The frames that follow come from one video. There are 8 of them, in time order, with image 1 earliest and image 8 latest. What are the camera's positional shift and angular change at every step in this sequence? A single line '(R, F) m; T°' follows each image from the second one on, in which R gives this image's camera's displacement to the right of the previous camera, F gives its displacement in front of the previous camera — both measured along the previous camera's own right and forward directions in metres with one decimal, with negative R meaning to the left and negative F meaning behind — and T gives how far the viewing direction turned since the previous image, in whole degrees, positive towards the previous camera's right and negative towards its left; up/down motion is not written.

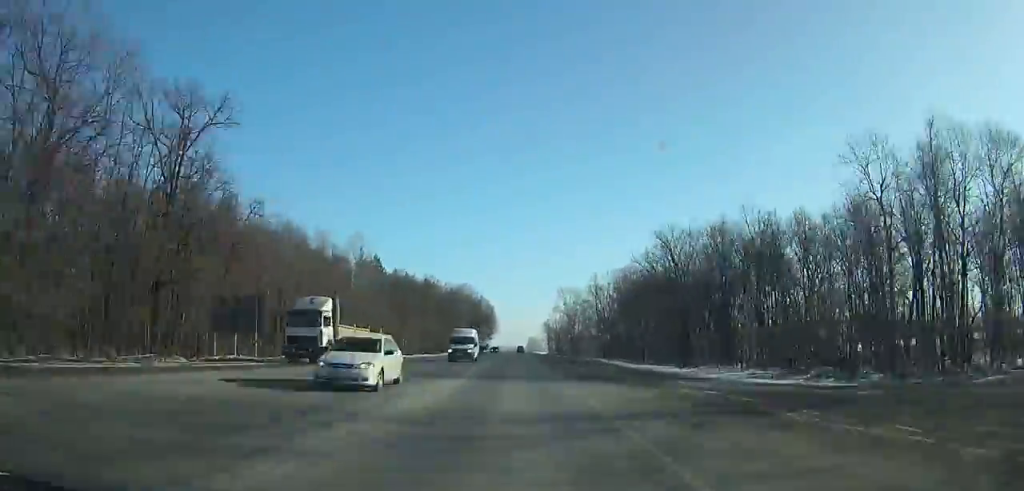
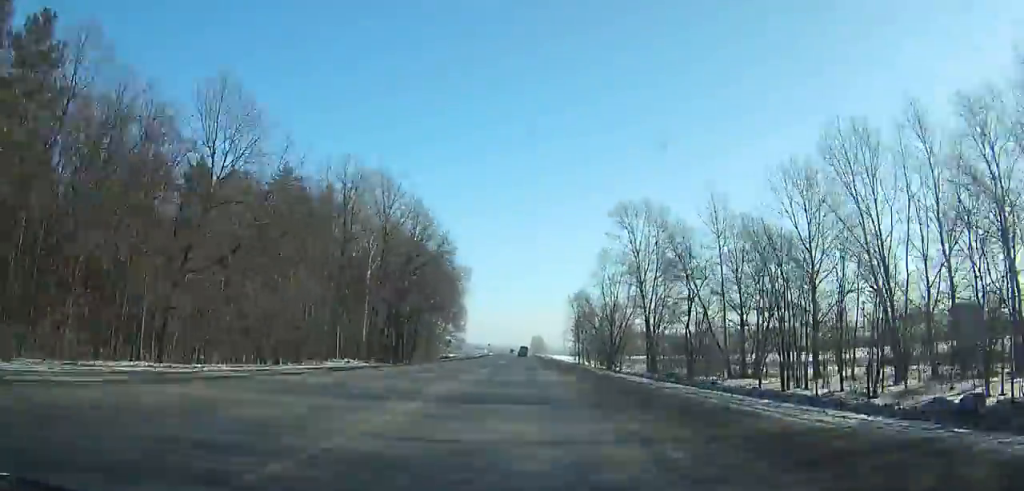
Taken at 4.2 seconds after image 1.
(-0.4, +111.6) m; 0°
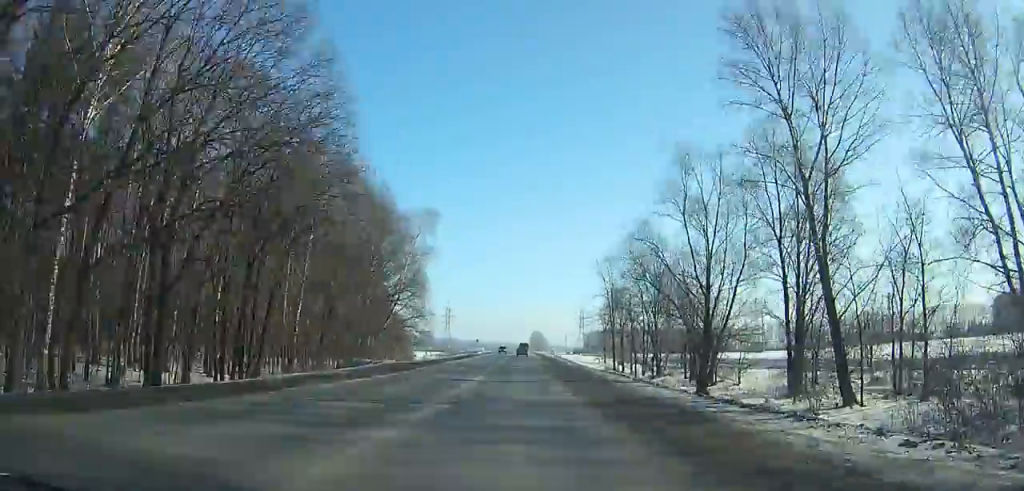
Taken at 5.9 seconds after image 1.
(0.0, +43.8) m; 0°
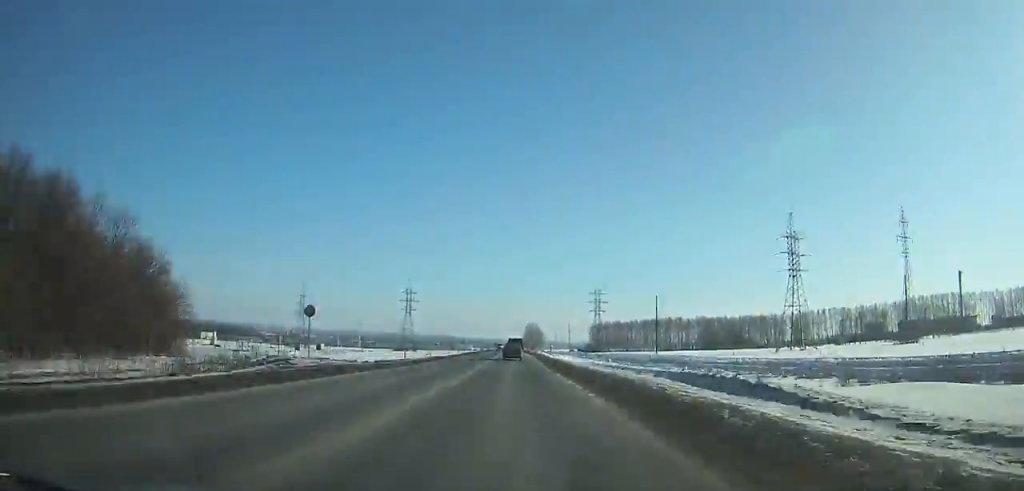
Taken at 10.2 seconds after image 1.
(+0.3, +103.3) m; 0°
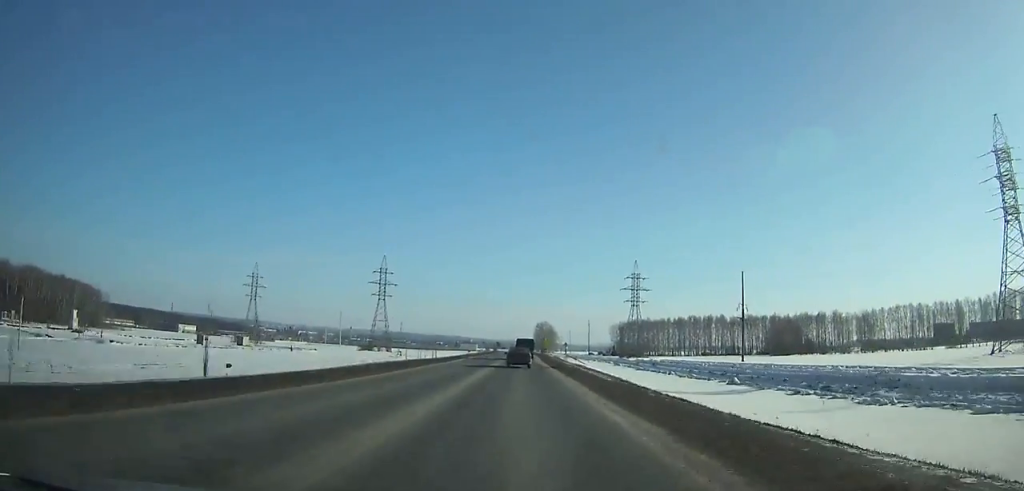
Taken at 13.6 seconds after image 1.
(-0.1, +73.1) m; 0°
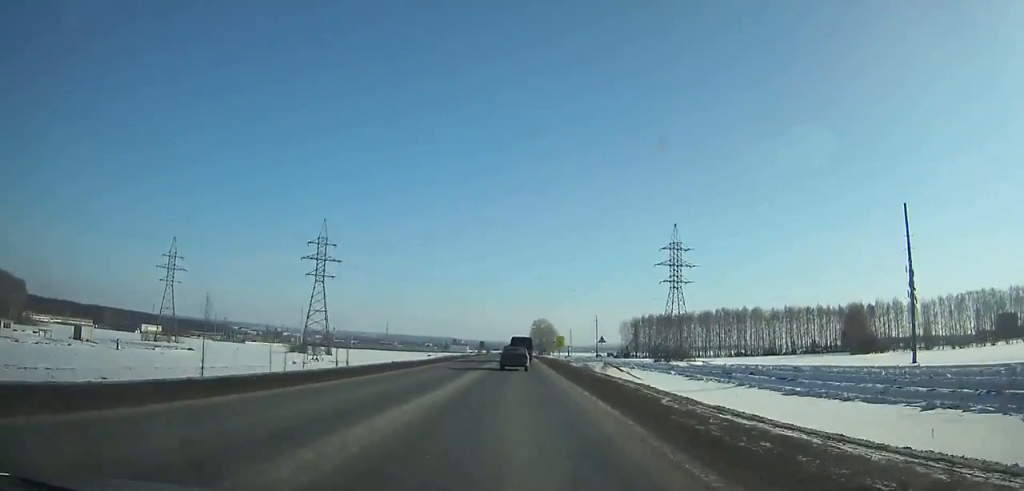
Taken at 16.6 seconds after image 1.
(+0.2, +59.2) m; 0°
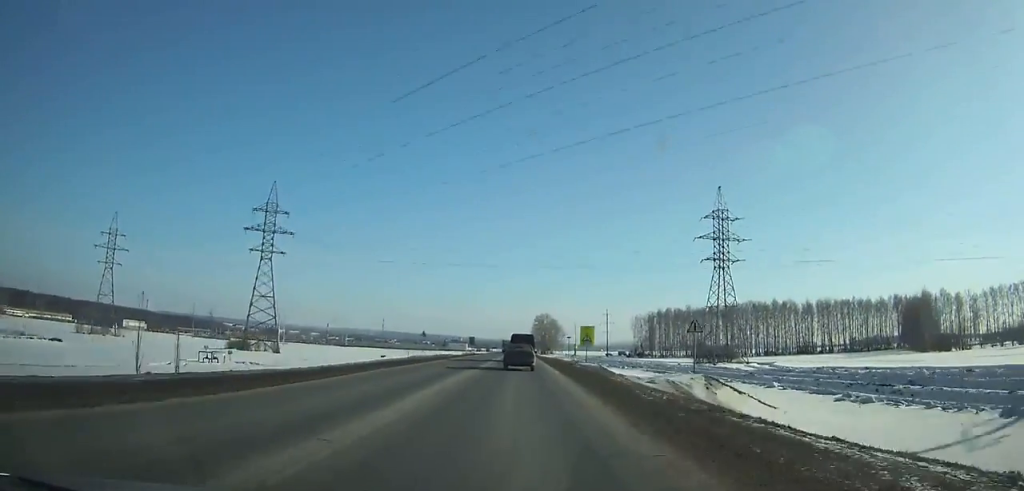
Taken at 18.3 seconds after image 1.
(+0.1, +31.8) m; 0°
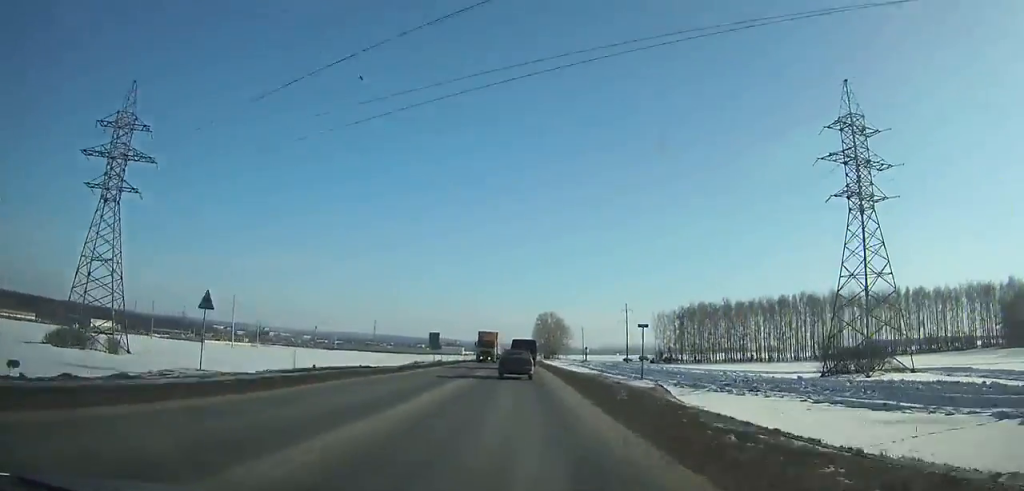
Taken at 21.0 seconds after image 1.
(0.0, +48.7) m; 0°
